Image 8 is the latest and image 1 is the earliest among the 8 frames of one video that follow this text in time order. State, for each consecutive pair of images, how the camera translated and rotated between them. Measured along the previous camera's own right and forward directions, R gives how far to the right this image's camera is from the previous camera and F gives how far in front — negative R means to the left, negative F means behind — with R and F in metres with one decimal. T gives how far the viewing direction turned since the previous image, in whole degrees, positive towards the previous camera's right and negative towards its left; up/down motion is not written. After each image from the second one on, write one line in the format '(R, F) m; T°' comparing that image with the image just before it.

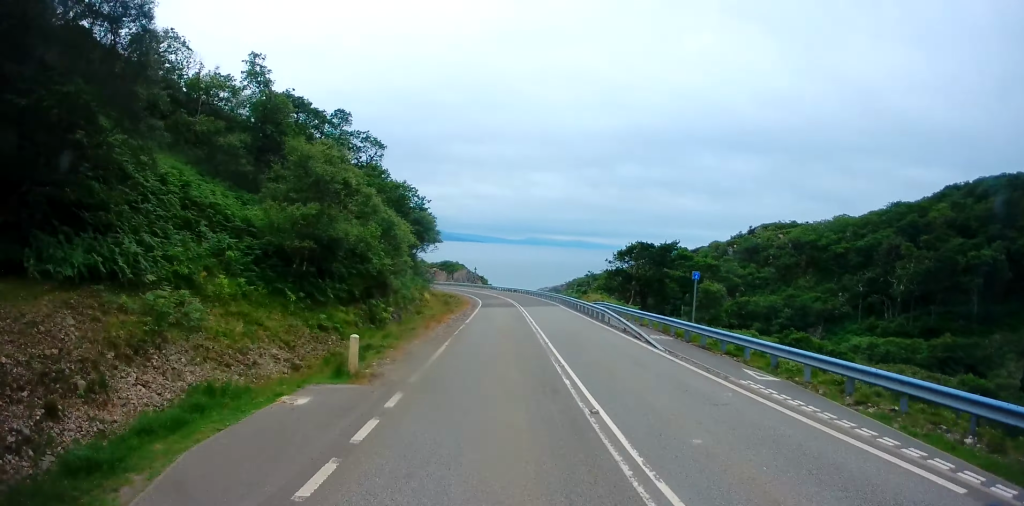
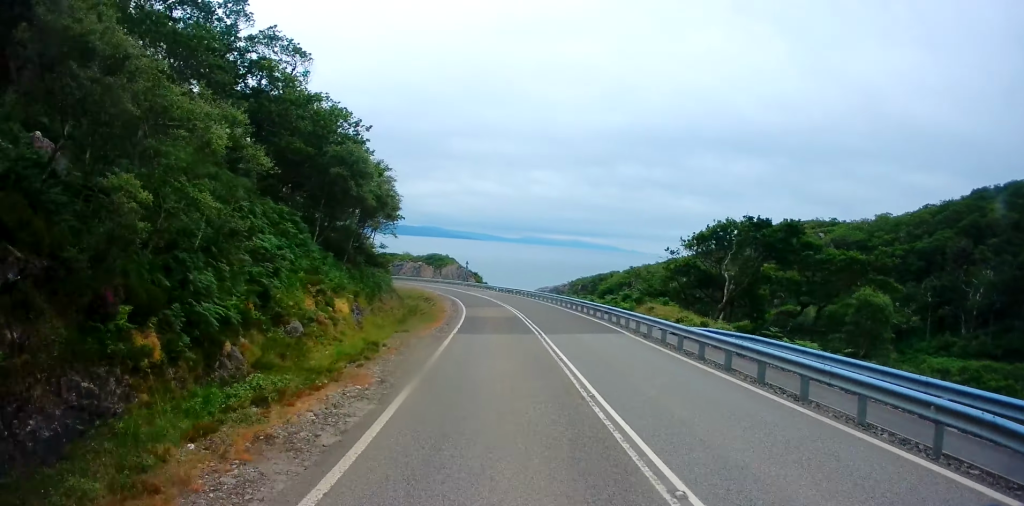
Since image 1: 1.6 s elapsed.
(+0.1, +25.2) m; +1°
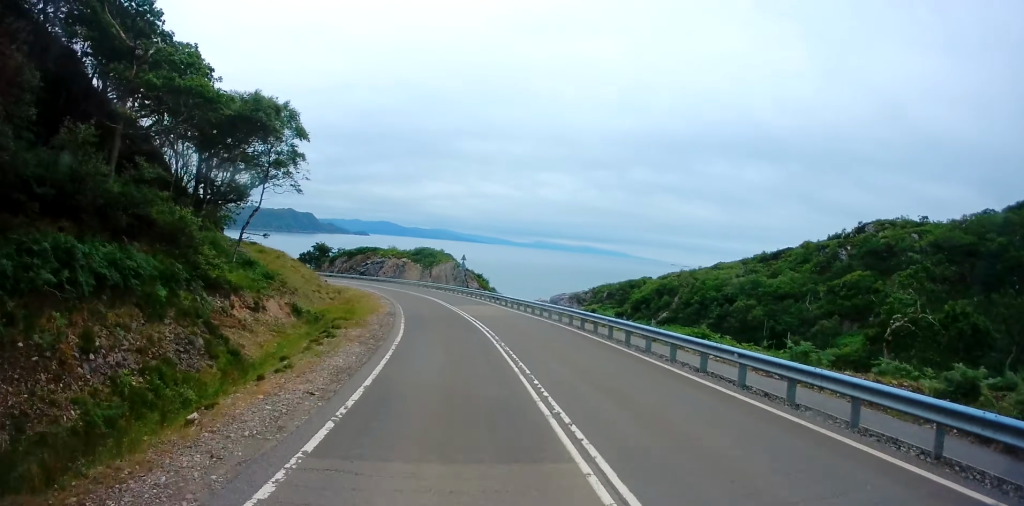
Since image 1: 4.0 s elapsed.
(-0.5, +36.2) m; -4°
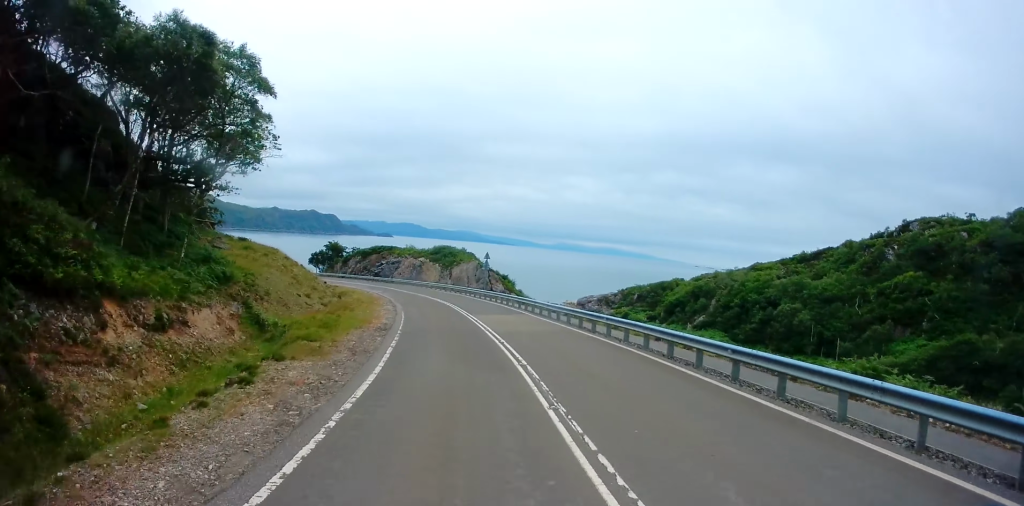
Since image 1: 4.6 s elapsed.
(-0.2, +9.4) m; -2°
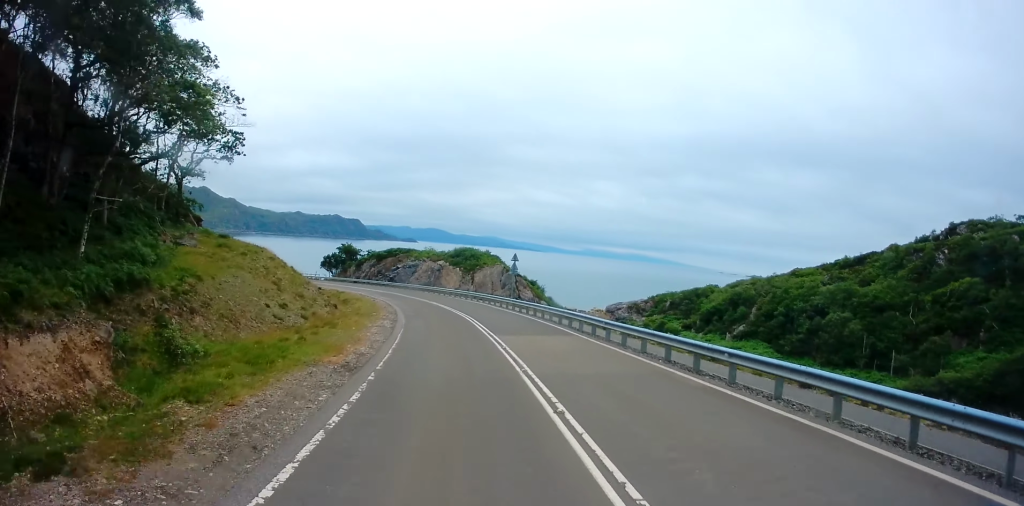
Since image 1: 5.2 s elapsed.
(-0.1, +9.4) m; -2°
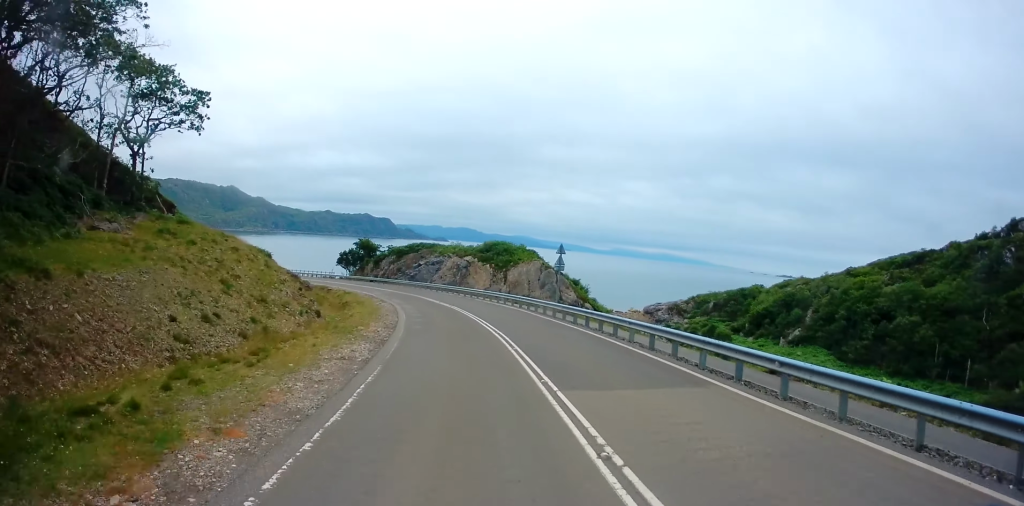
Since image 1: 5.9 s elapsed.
(-0.3, +12.3) m; -3°
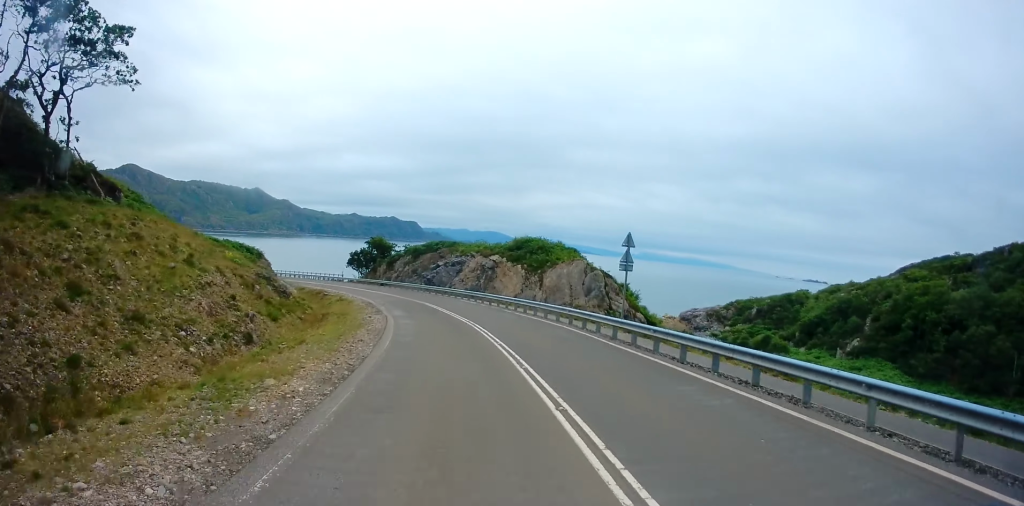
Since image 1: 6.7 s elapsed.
(-0.4, +12.5) m; -4°
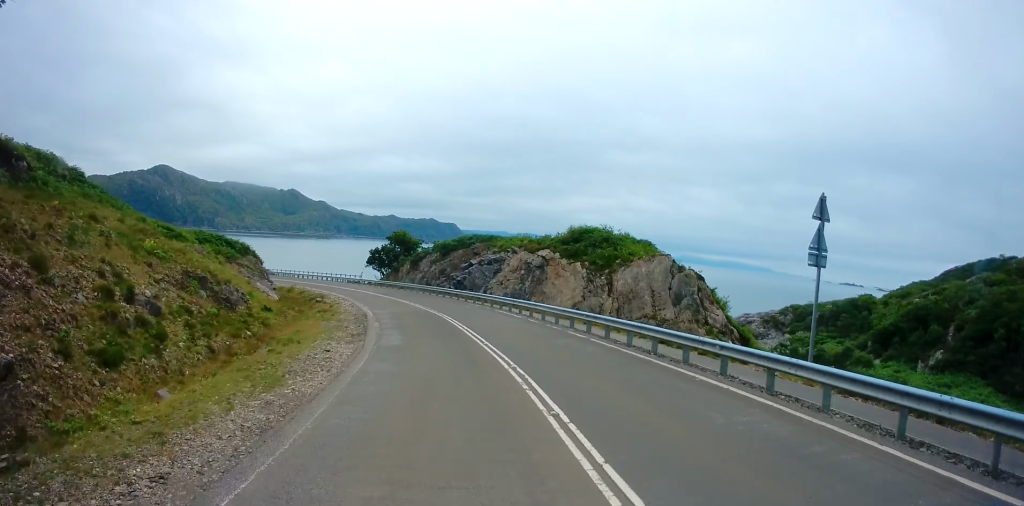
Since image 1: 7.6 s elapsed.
(-0.7, +14.4) m; -5°
